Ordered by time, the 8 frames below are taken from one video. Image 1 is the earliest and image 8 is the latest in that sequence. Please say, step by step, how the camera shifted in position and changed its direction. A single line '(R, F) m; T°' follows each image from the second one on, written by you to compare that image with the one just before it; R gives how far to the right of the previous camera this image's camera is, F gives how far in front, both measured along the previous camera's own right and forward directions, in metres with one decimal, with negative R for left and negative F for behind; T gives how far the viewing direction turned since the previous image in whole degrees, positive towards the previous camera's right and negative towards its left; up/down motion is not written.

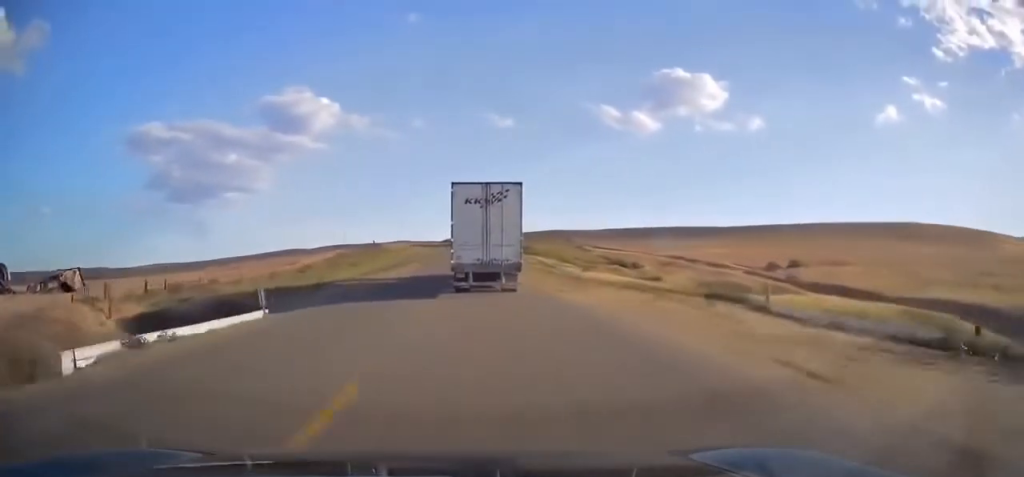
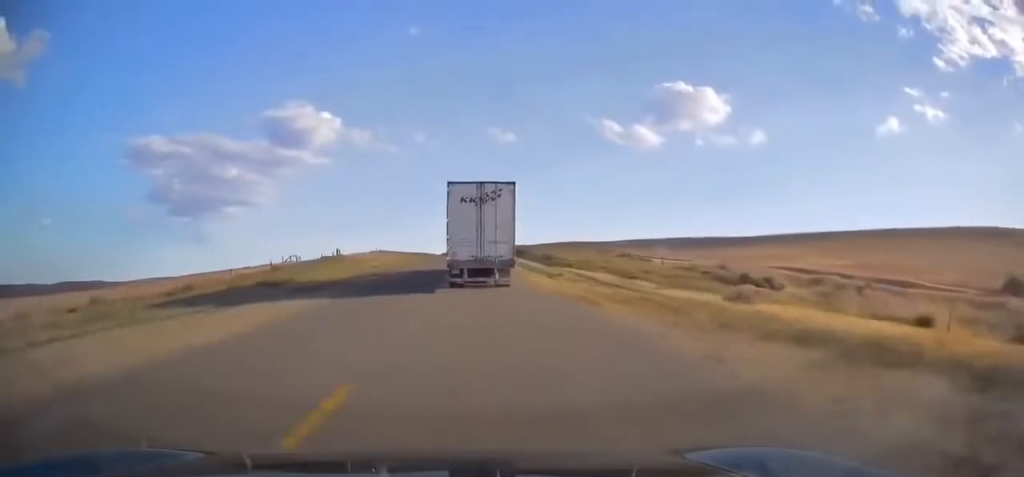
(-0.4, +29.7) m; 0°
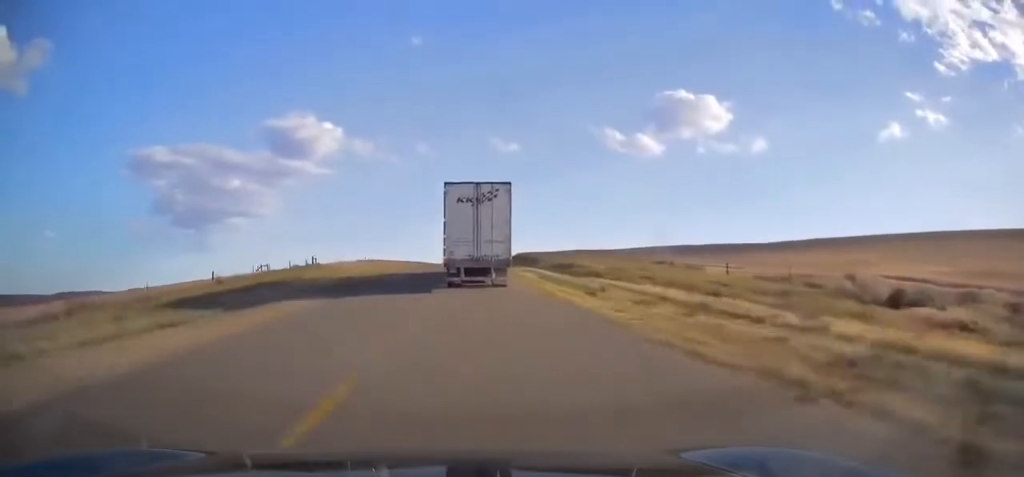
(-0.1, +13.5) m; +1°
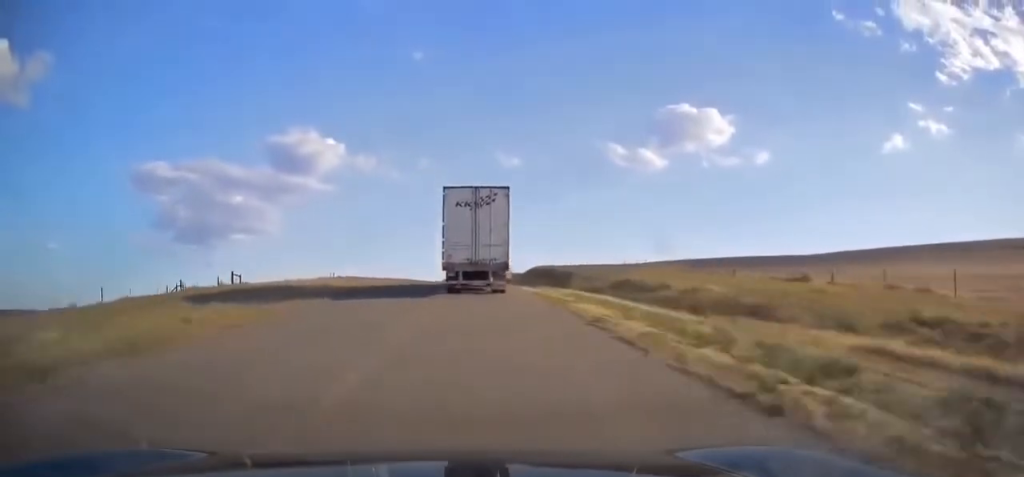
(+0.6, +24.1) m; 0°
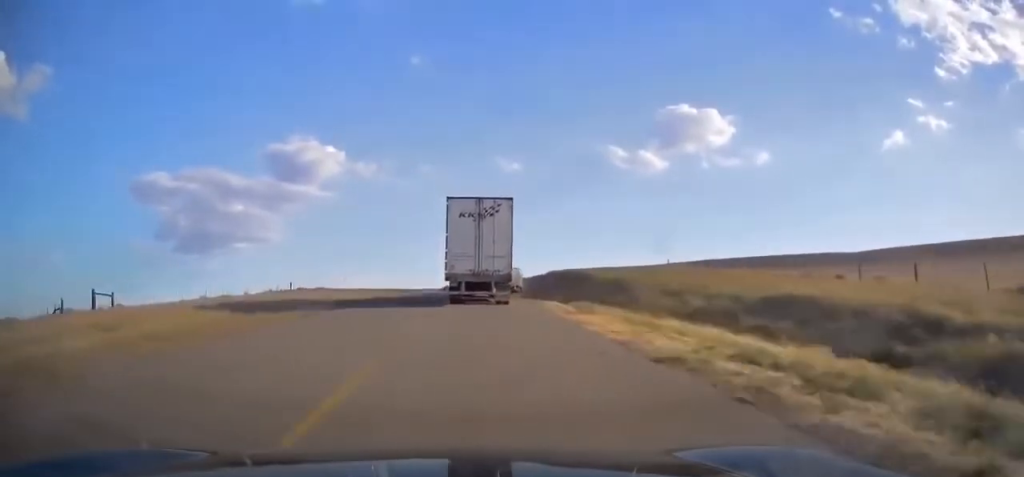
(-0.4, +17.7) m; -1°
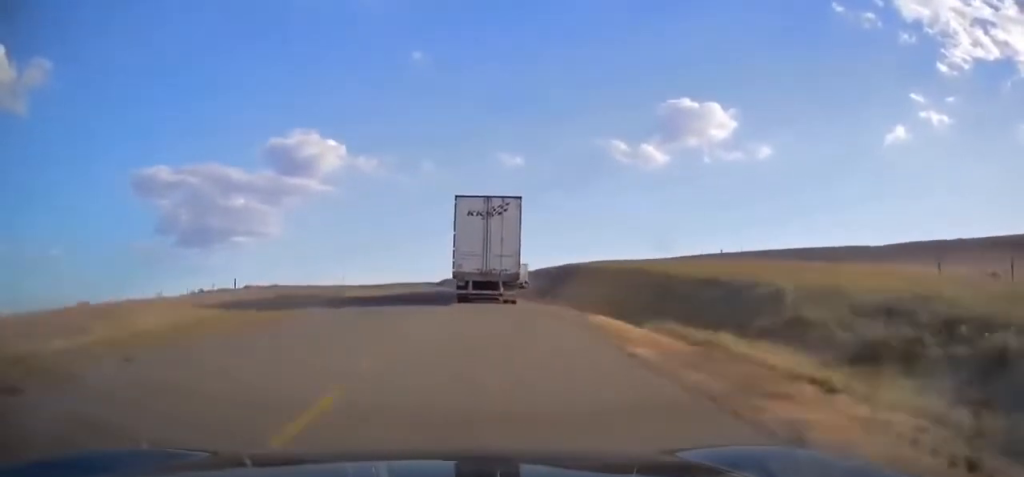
(-0.1, +14.0) m; 0°
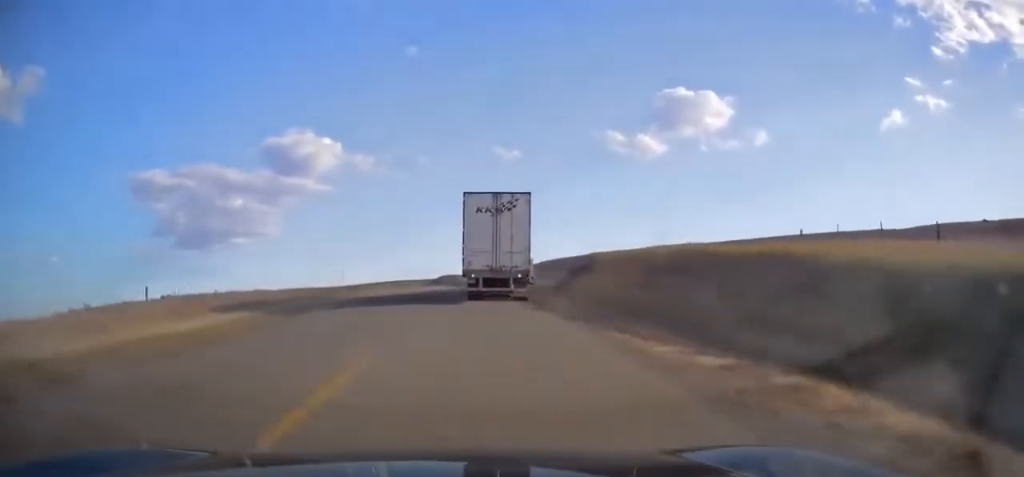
(-0.1, +13.0) m; +1°
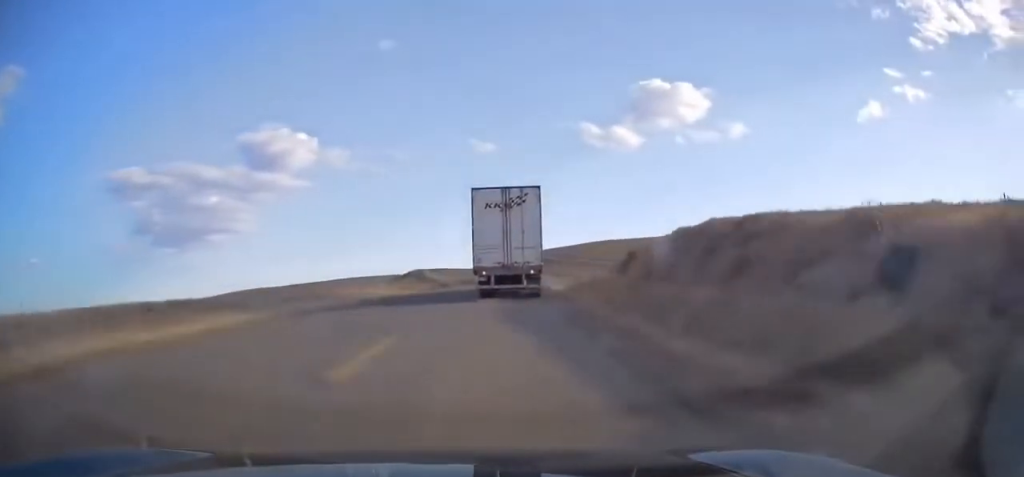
(+0.5, +26.4) m; +2°
